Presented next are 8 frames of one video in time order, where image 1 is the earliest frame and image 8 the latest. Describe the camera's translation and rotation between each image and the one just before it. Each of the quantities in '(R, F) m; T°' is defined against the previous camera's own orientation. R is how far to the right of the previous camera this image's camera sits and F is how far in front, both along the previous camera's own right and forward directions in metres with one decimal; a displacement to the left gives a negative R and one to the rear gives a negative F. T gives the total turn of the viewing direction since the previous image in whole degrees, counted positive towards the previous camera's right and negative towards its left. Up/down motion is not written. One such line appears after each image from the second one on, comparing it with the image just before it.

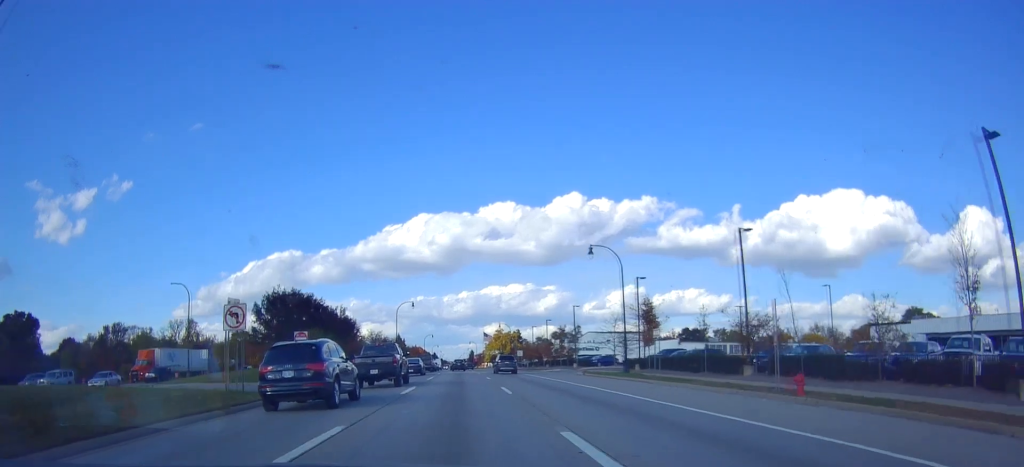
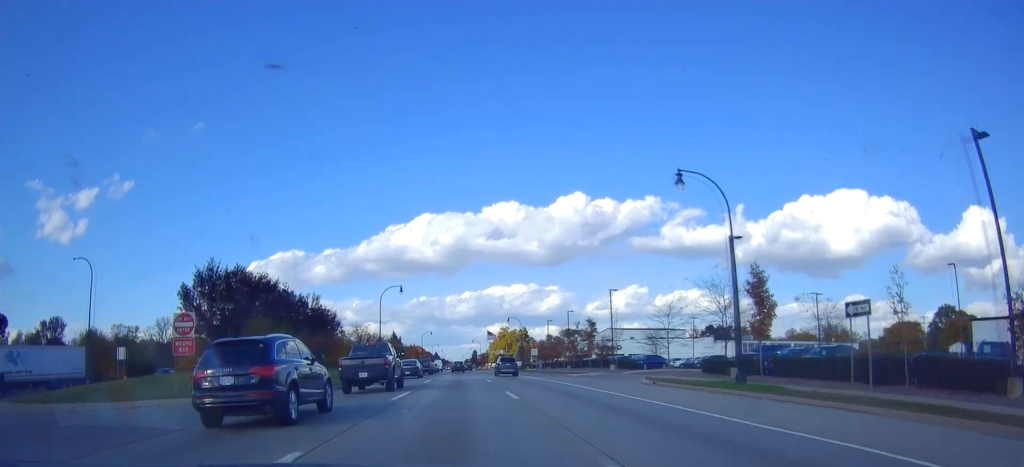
(0.0, +17.8) m; -2°
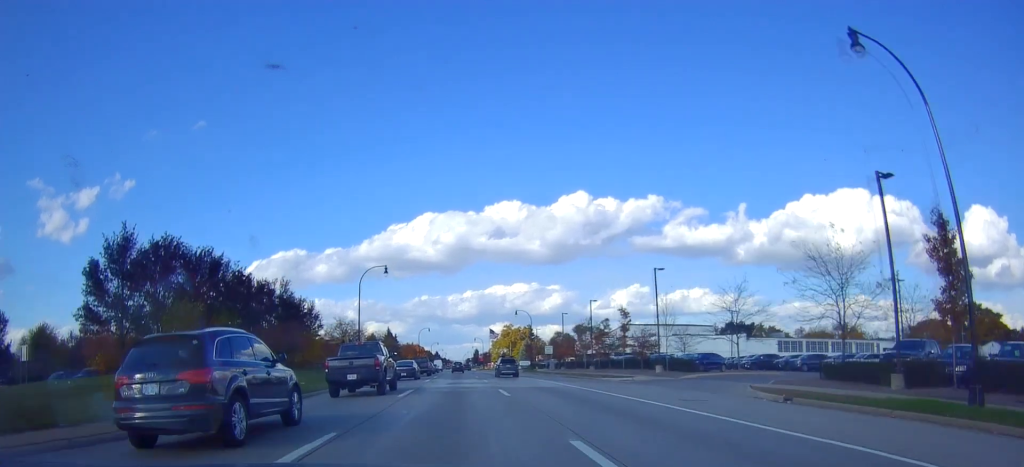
(-0.5, +13.3) m; 0°
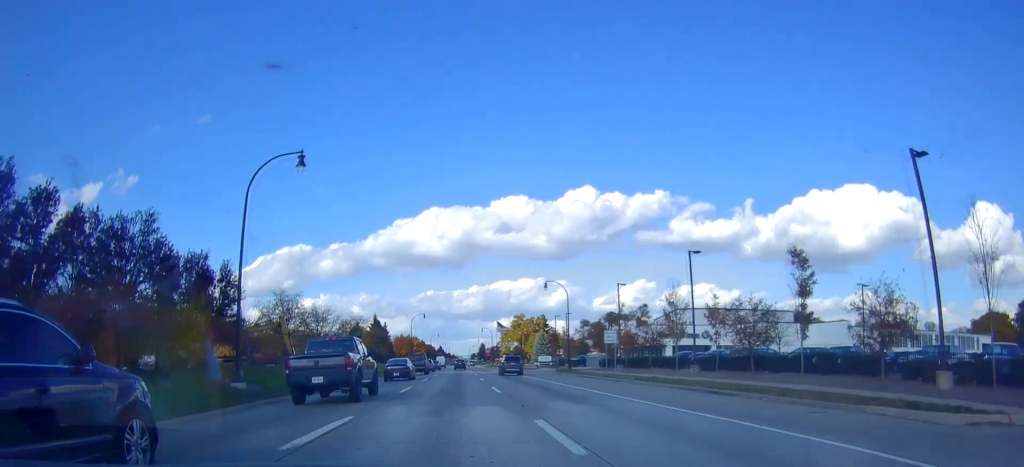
(+0.6, +28.3) m; +2°
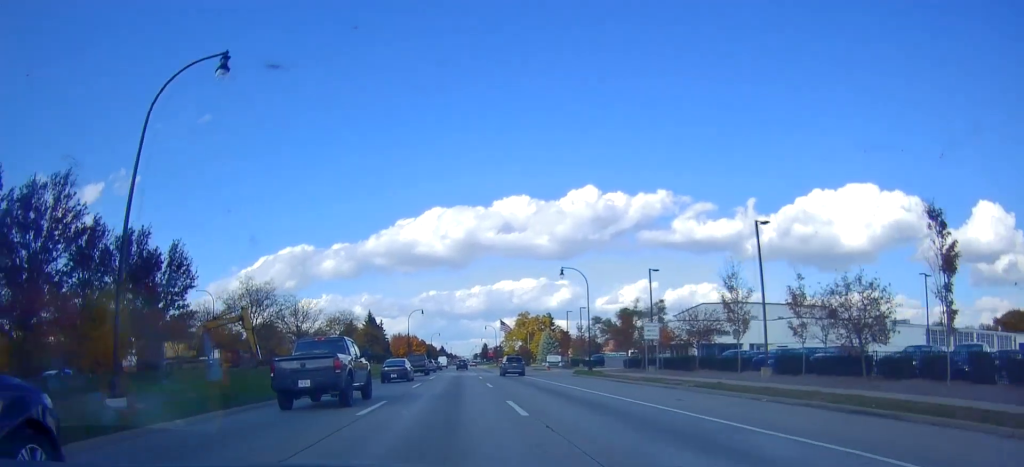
(0.0, +9.1) m; -1°
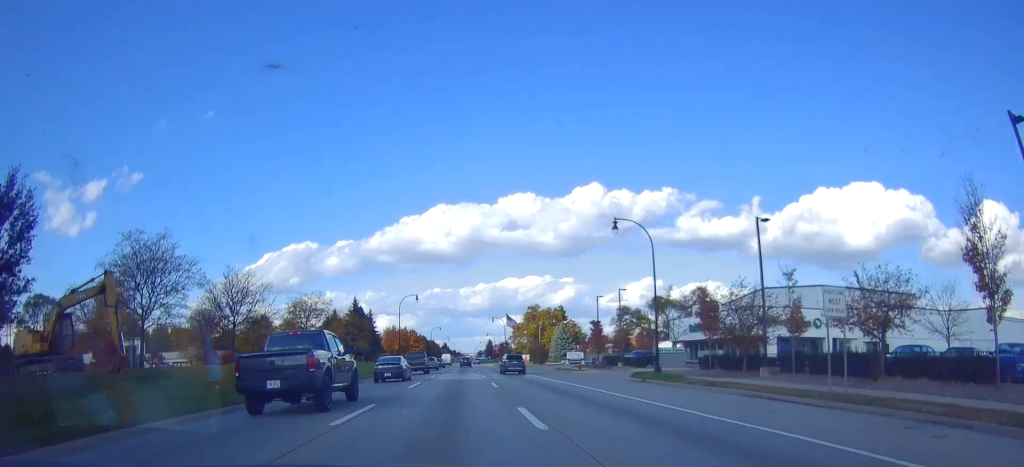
(-0.2, +17.6) m; 0°
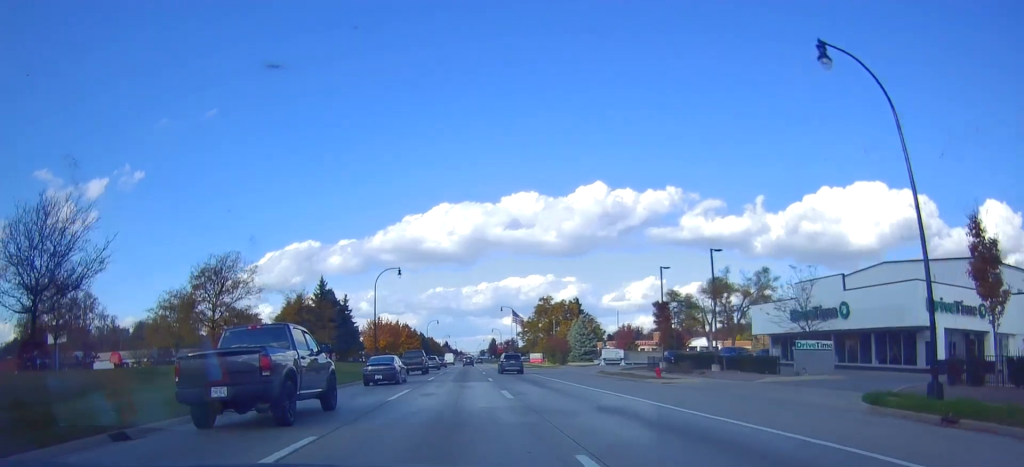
(0.0, +22.1) m; -1°
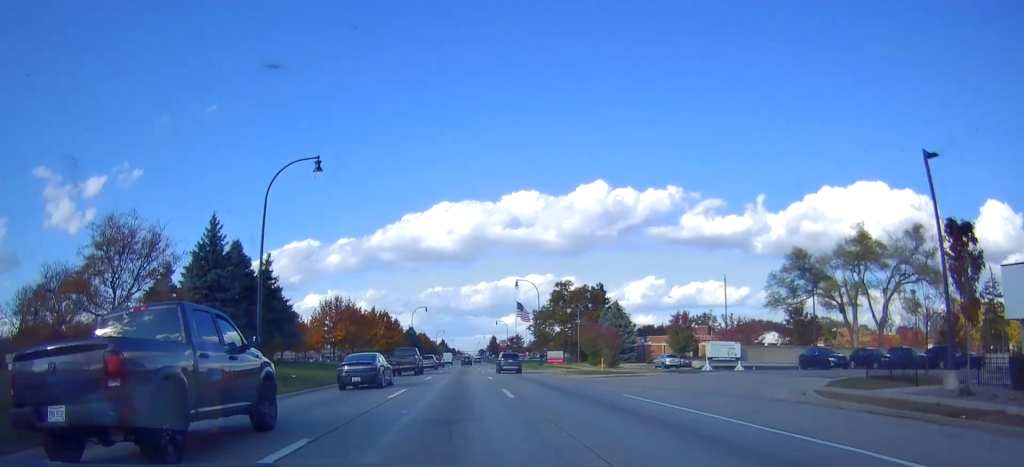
(-0.6, +30.5) m; 0°
